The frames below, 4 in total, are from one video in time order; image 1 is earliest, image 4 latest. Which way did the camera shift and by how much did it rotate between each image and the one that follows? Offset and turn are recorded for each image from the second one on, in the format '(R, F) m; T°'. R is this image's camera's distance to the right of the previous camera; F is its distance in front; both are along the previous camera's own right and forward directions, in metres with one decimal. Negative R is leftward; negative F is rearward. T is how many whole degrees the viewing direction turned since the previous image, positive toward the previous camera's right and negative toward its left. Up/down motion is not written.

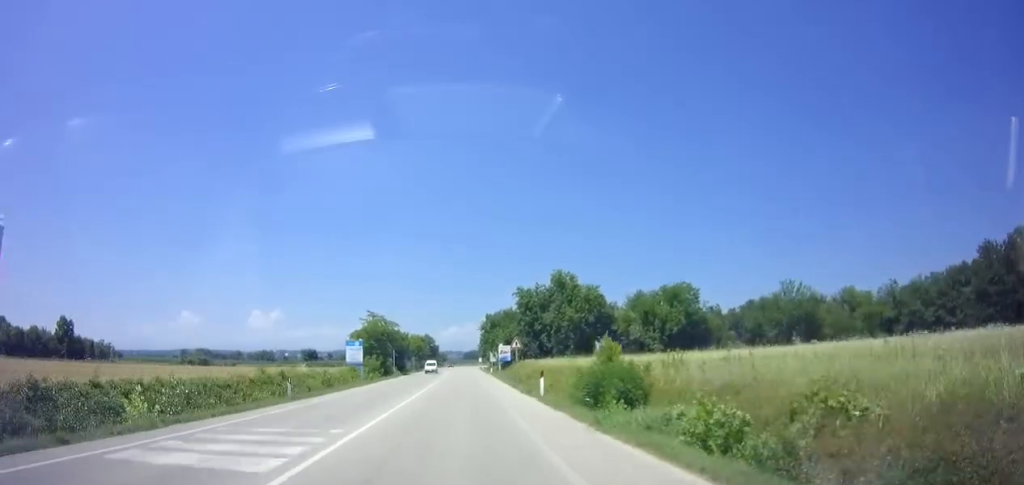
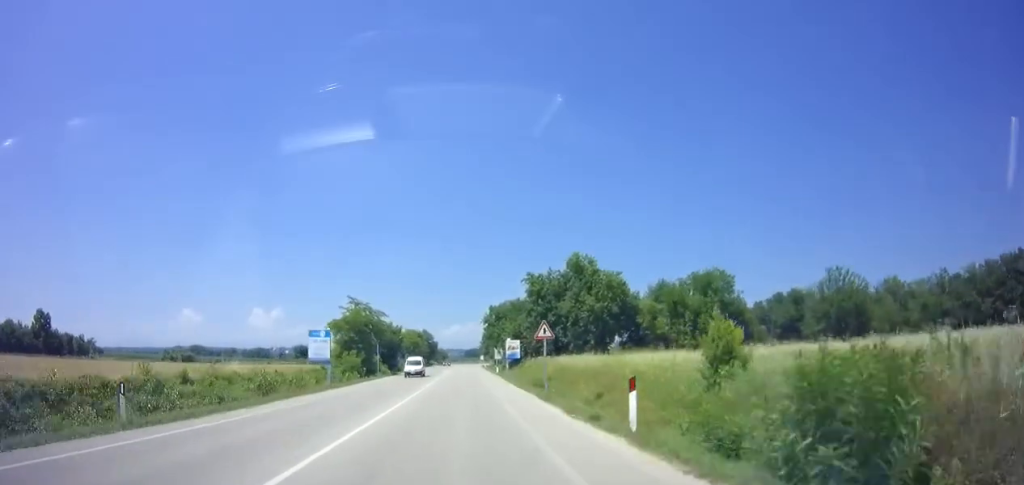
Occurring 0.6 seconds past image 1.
(0.0, +11.5) m; 0°
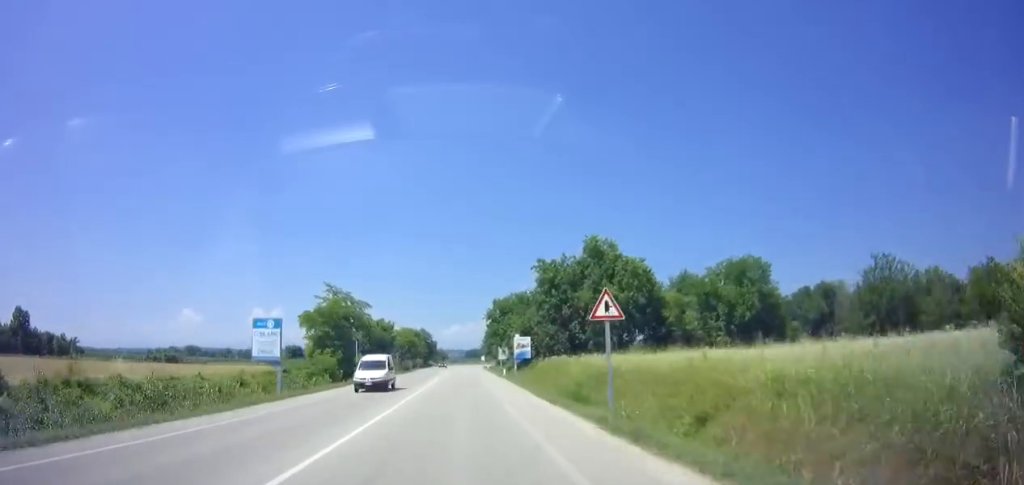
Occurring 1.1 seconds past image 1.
(0.0, +9.5) m; 0°
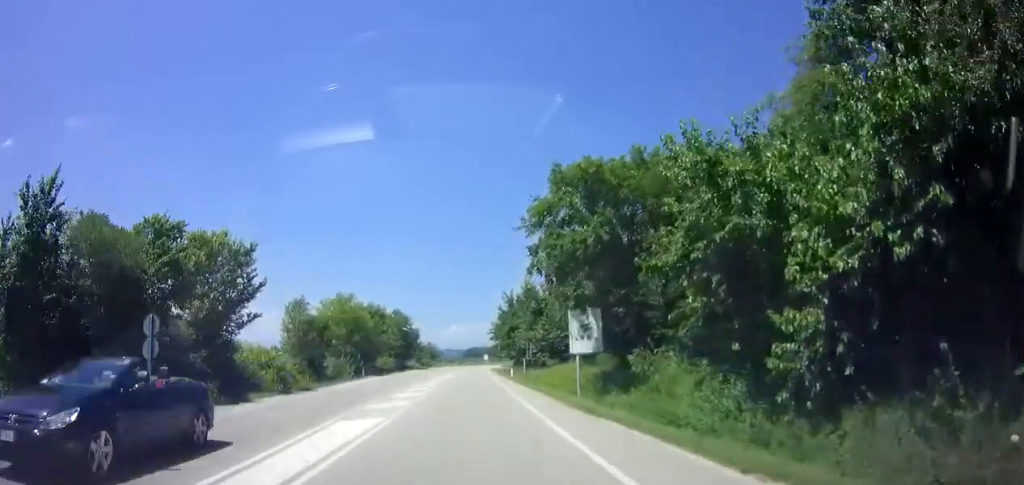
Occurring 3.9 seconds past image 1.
(+0.1, +52.4) m; 0°
